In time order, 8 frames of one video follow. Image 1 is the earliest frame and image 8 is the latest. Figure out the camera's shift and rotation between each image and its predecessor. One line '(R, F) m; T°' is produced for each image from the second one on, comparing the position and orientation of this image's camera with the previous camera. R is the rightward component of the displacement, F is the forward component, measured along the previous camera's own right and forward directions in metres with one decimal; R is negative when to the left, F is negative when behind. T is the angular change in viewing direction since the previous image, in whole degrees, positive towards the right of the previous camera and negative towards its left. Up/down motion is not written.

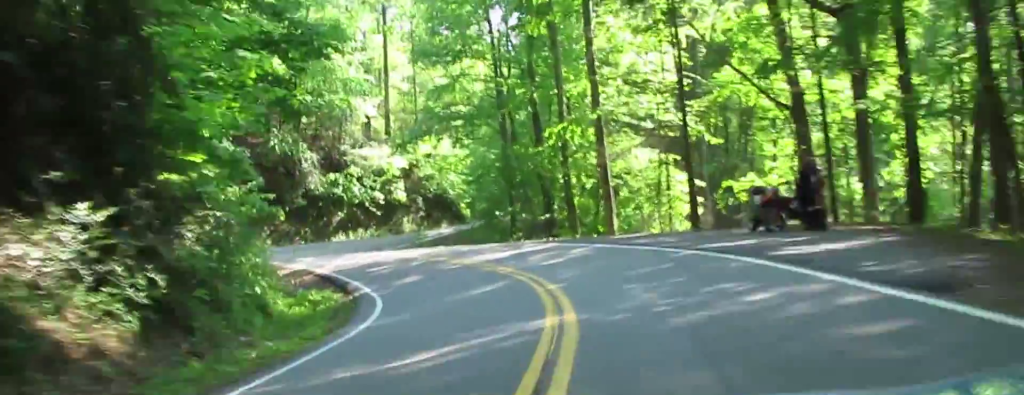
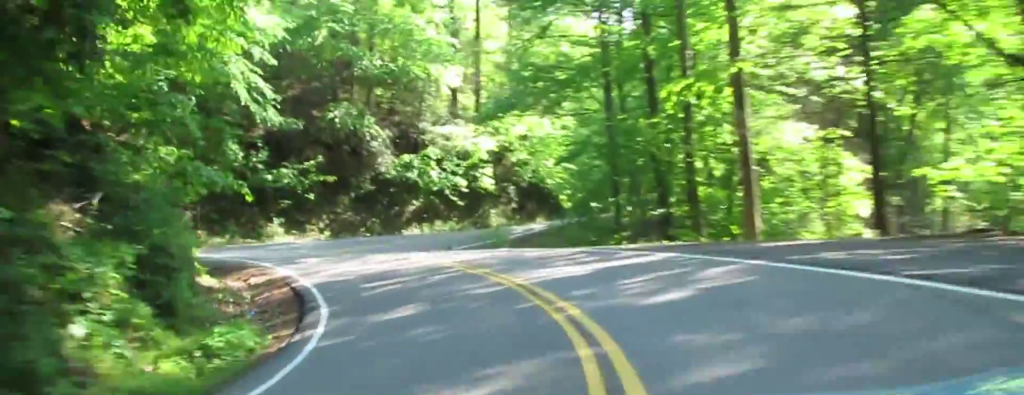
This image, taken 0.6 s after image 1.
(+0.7, +11.3) m; 0°
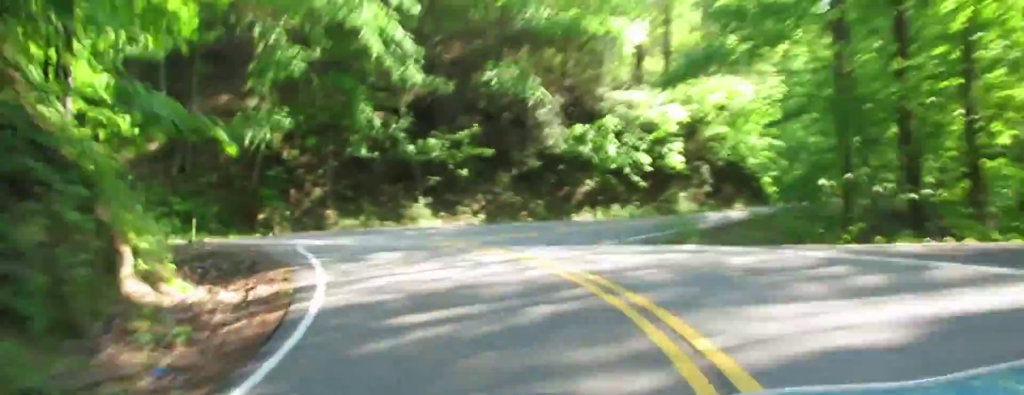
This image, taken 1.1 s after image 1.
(+1.1, +9.9) m; -2°
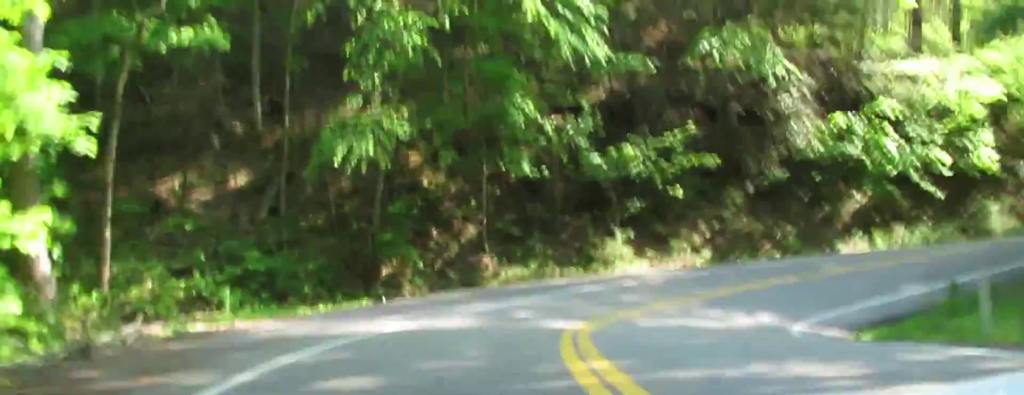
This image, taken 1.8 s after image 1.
(-1.8, +16.2) m; -11°
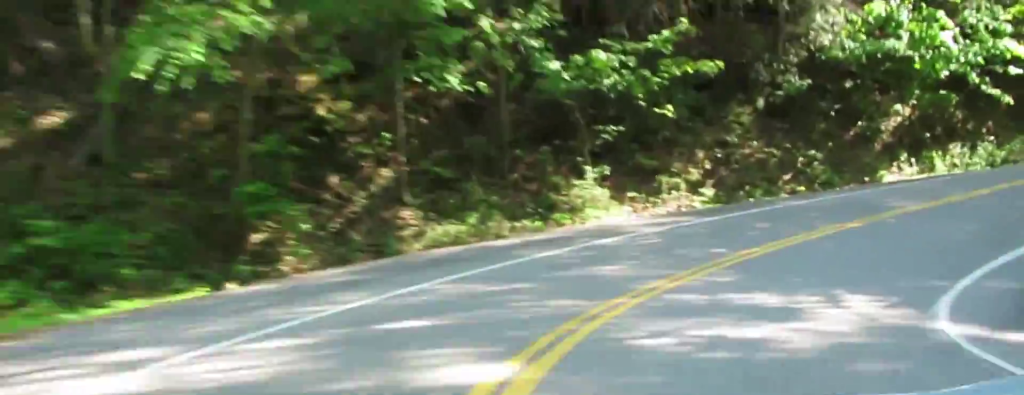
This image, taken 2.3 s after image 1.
(-0.5, +10.4) m; -8°
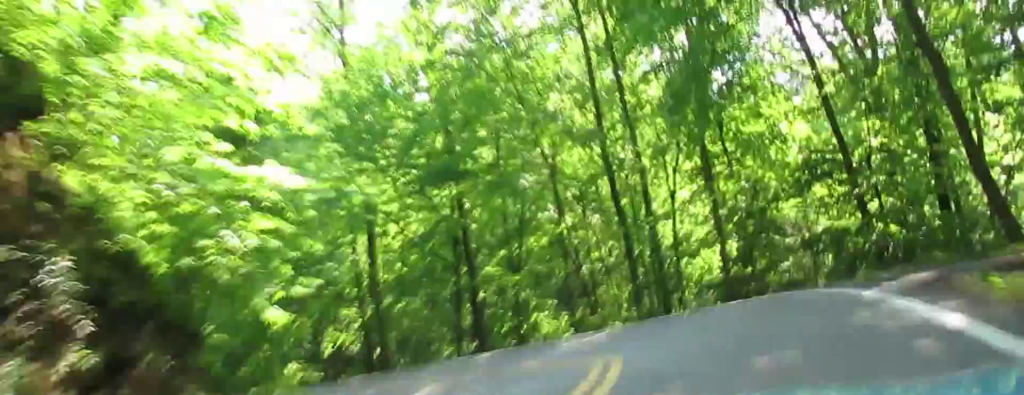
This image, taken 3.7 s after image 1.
(-5.4, +26.7) m; -17°
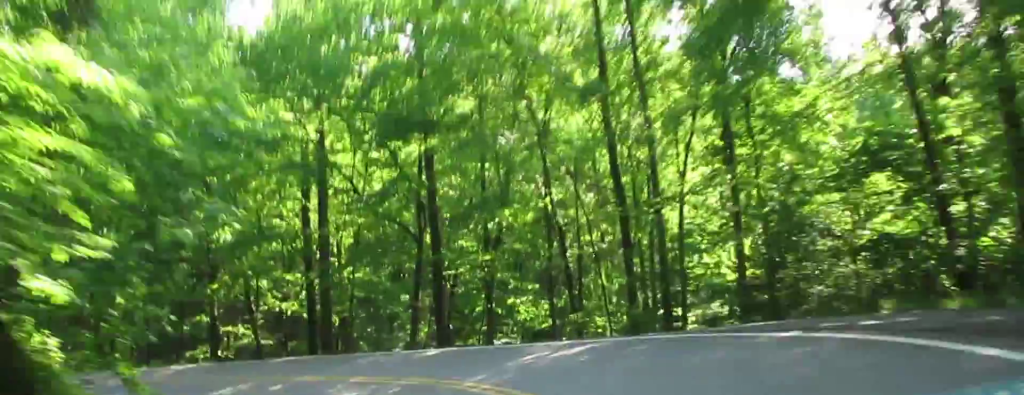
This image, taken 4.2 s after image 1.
(-0.5, +8.1) m; -3°
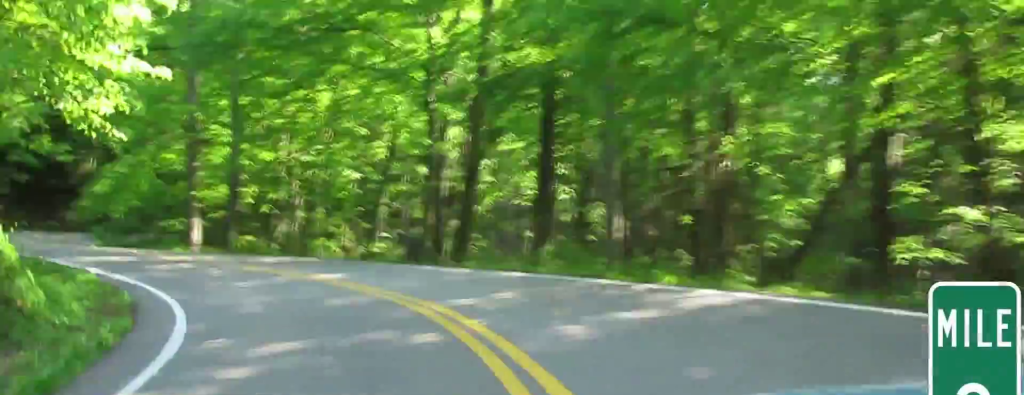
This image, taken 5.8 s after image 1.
(+1.5, +25.1) m; +9°
